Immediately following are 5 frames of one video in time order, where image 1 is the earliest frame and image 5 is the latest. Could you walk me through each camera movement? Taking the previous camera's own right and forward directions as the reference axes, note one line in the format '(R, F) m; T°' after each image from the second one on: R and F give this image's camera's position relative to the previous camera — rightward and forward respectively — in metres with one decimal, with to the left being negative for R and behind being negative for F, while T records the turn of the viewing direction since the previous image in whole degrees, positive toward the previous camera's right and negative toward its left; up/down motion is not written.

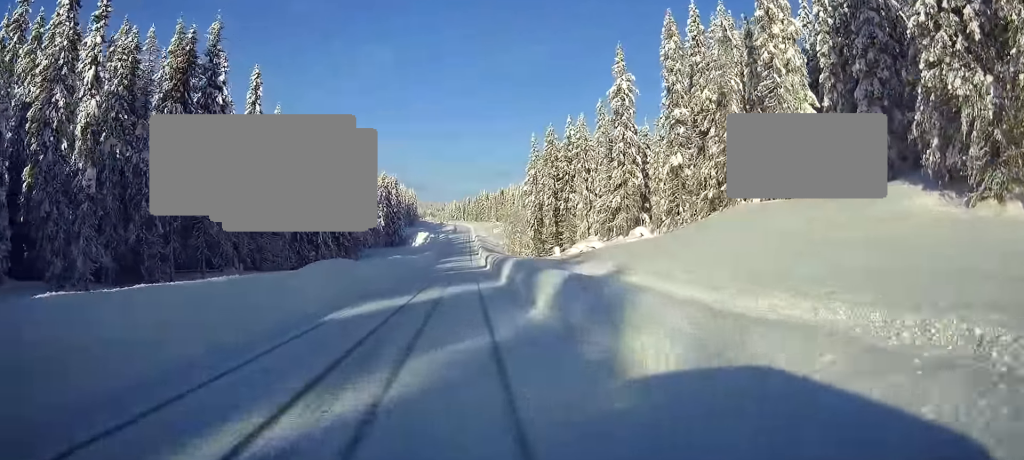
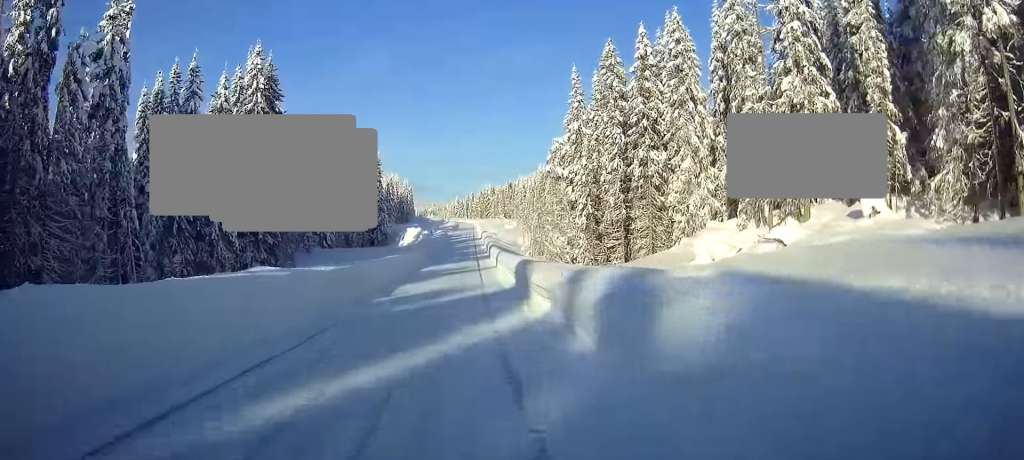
(0.0, +44.8) m; 0°
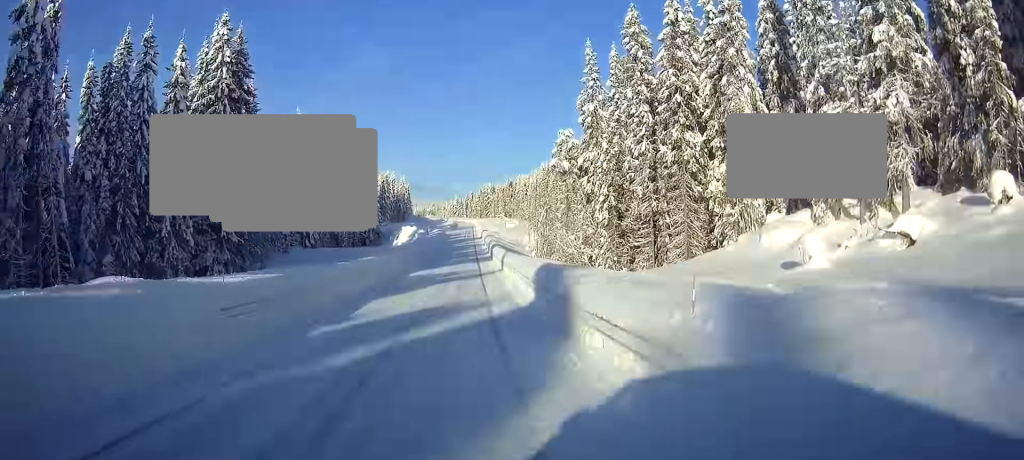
(+0.1, +10.0) m; 0°
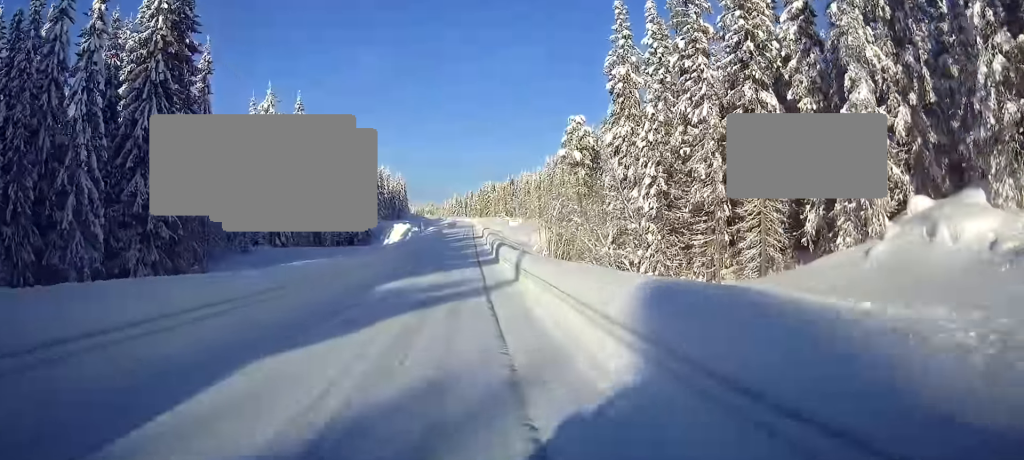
(-0.1, +13.5) m; -1°
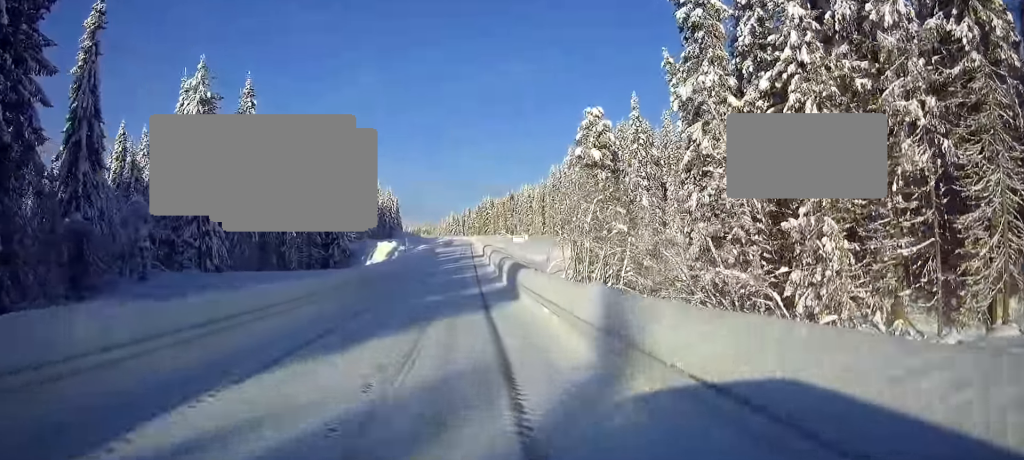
(-0.1, +19.4) m; 0°
